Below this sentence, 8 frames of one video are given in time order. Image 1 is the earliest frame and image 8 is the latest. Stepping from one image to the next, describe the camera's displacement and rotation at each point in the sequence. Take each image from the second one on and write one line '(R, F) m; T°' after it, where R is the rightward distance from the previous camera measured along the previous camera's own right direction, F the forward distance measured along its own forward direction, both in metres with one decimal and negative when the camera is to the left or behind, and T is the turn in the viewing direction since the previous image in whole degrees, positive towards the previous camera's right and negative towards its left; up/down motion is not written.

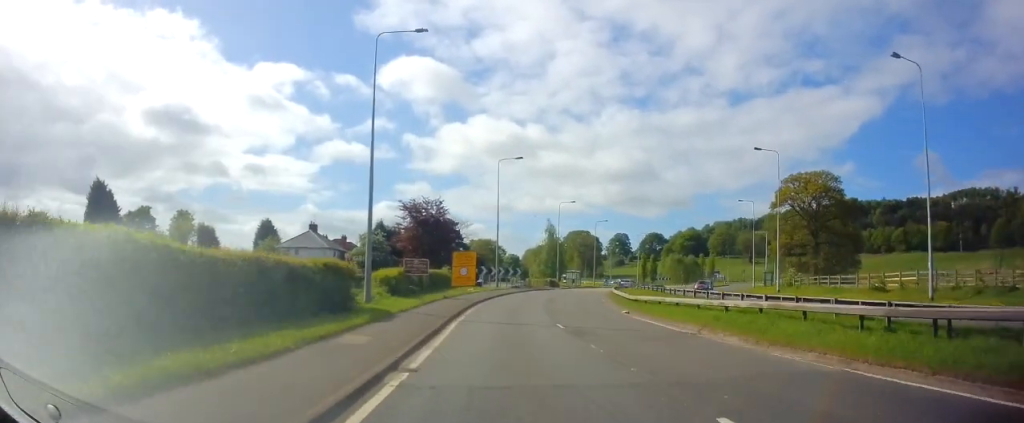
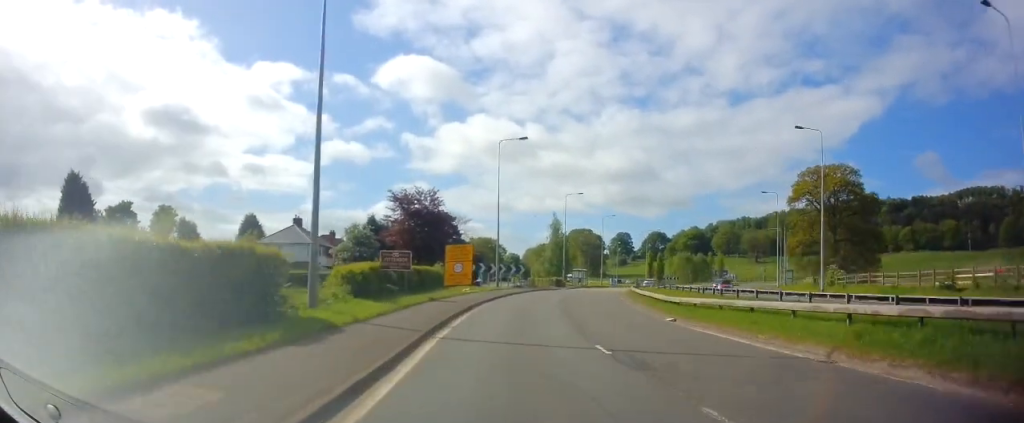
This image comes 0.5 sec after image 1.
(-0.1, +7.1) m; 0°
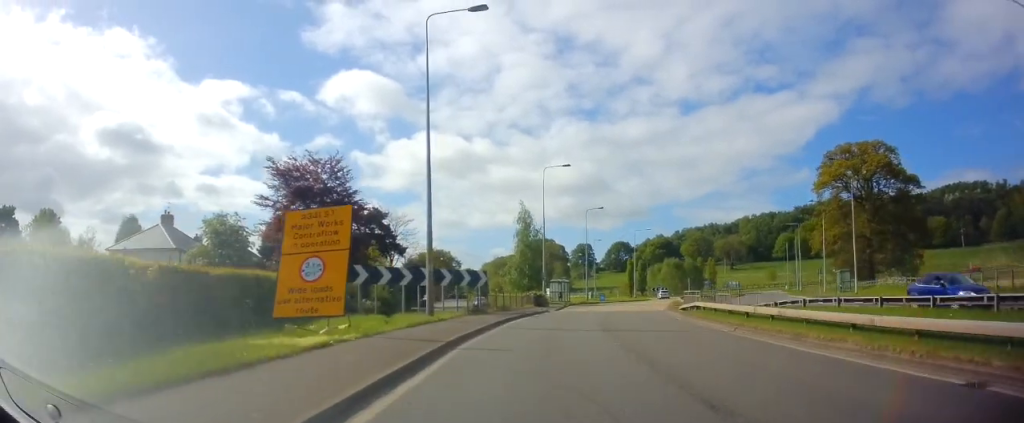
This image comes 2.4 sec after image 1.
(+0.4, +25.1) m; +5°
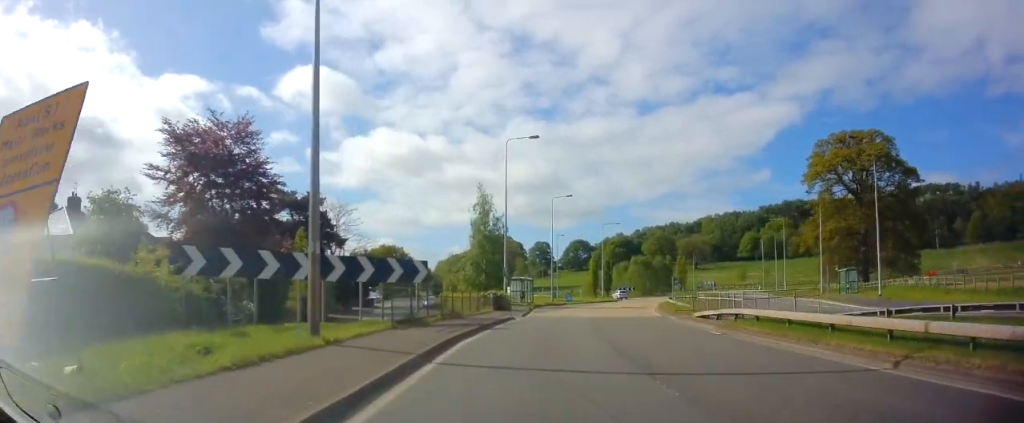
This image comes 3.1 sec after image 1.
(+0.2, +9.4) m; +4°
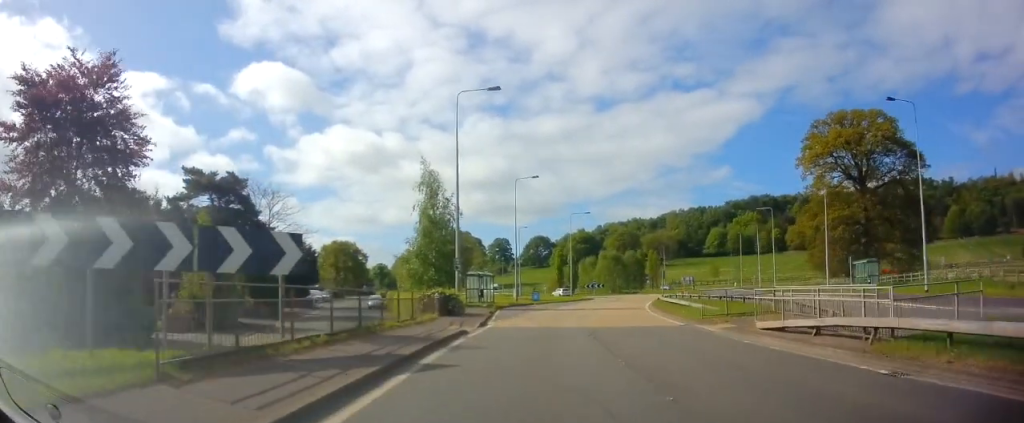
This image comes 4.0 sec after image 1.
(+0.5, +10.1) m; +4°
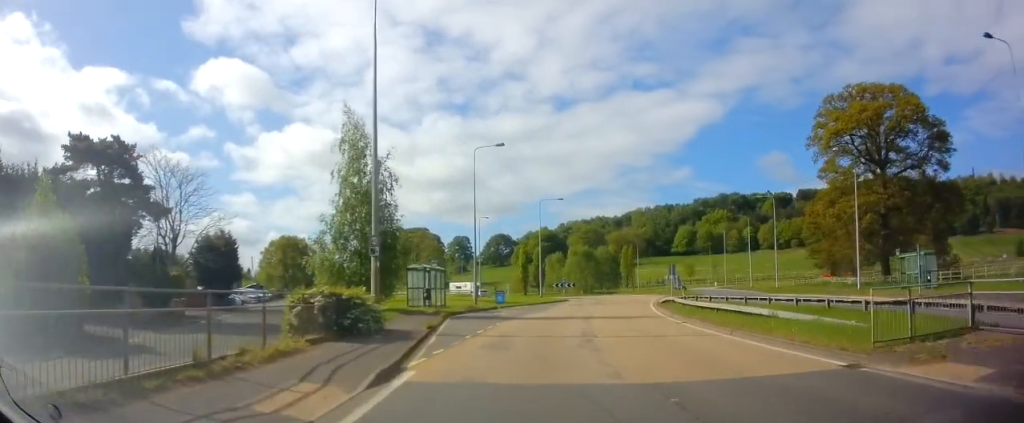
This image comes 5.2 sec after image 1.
(+0.4, +12.6) m; +3°
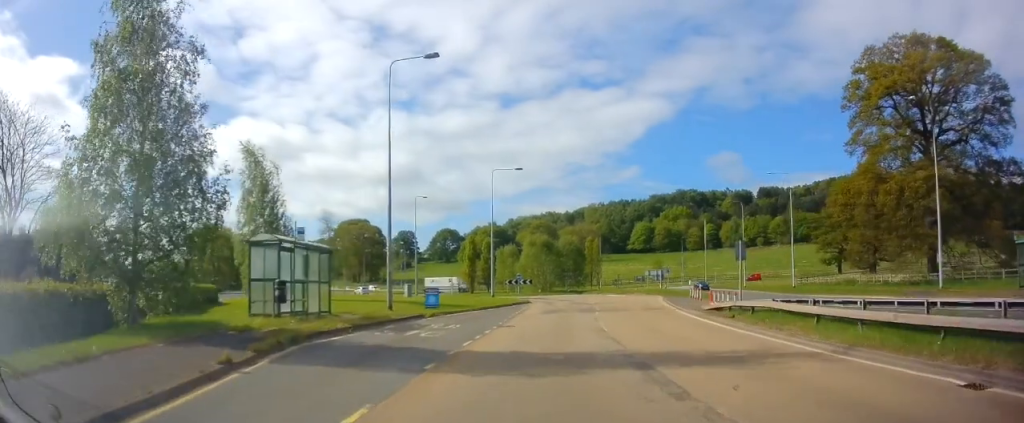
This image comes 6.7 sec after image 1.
(+0.9, +16.3) m; +6°
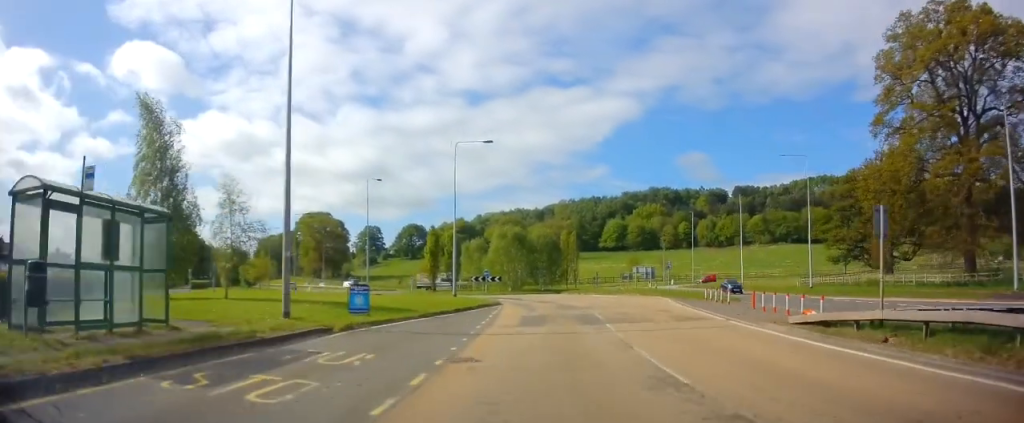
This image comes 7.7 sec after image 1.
(+0.1, +9.6) m; +3°
